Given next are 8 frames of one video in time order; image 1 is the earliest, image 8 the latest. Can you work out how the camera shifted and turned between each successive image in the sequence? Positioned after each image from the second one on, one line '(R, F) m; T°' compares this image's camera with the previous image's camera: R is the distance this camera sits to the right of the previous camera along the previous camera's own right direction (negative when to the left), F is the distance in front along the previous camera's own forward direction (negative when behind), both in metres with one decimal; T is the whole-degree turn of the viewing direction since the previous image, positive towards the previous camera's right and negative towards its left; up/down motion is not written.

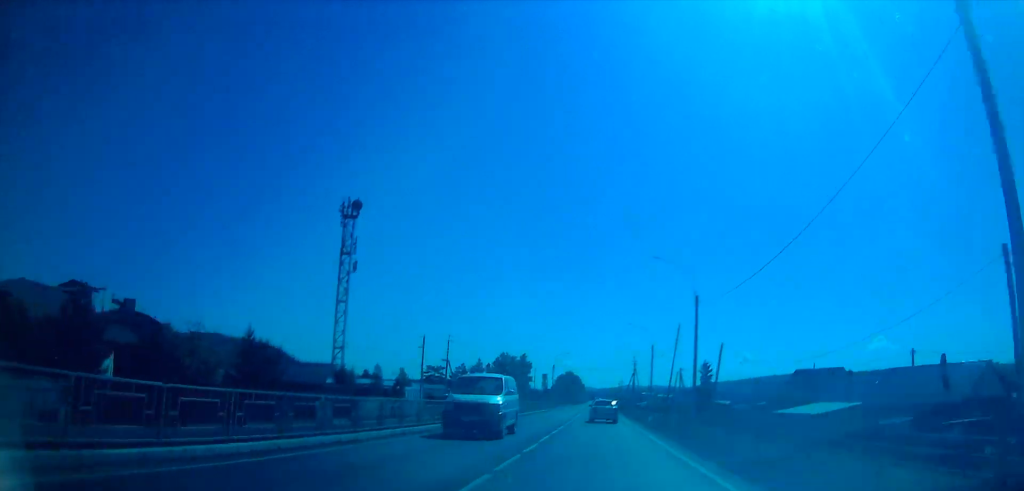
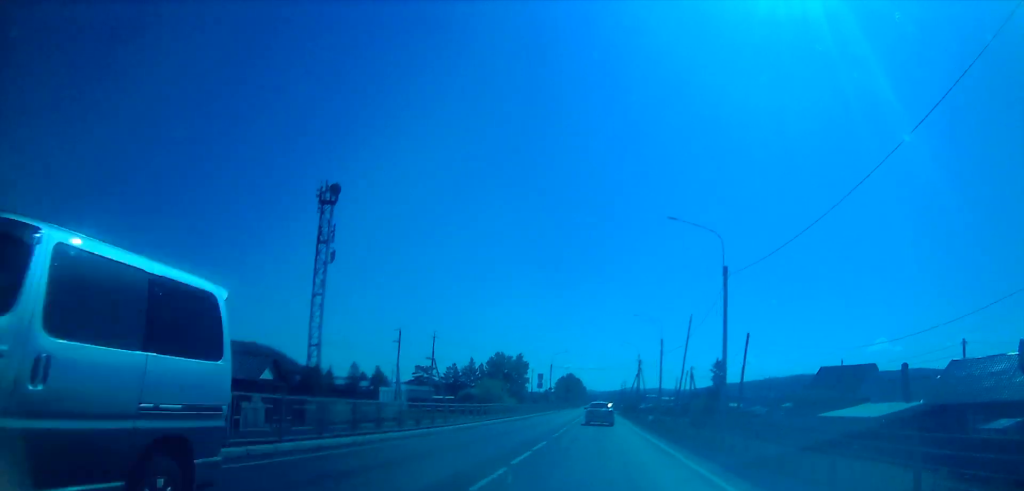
(+0.1, +10.1) m; 0°
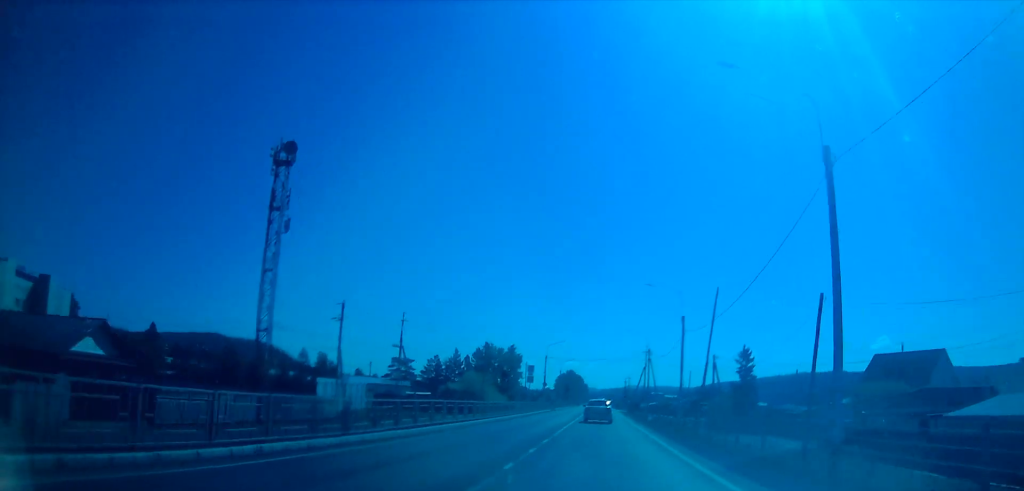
(0.0, +16.3) m; 0°
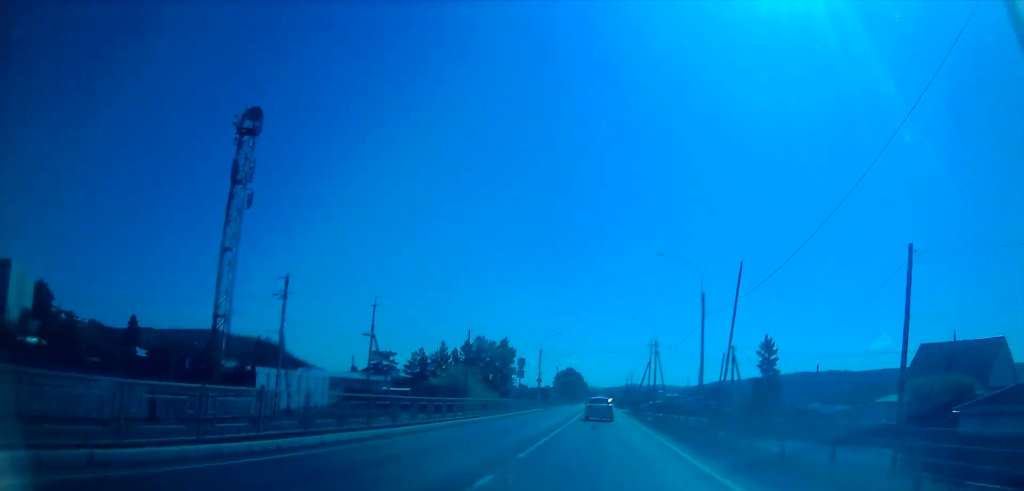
(-0.1, +10.3) m; 0°
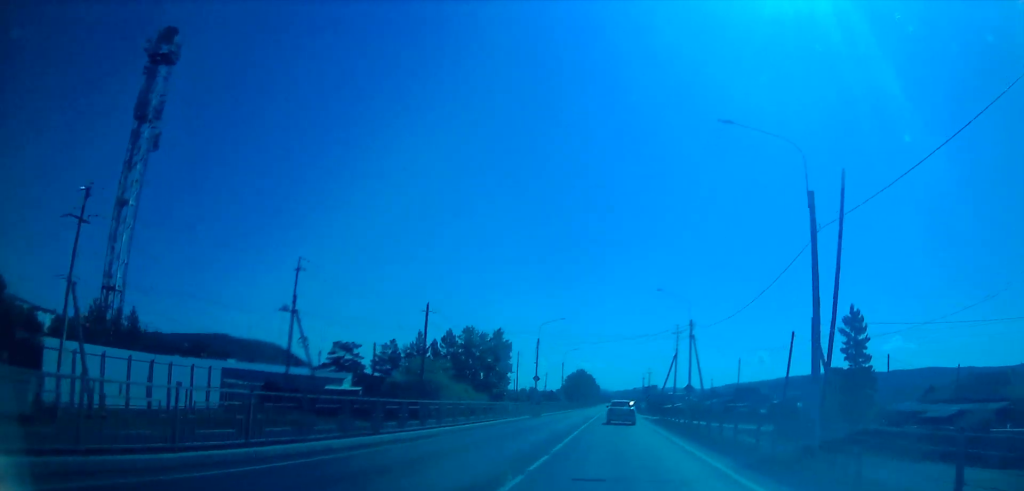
(0.0, +21.5) m; 0°
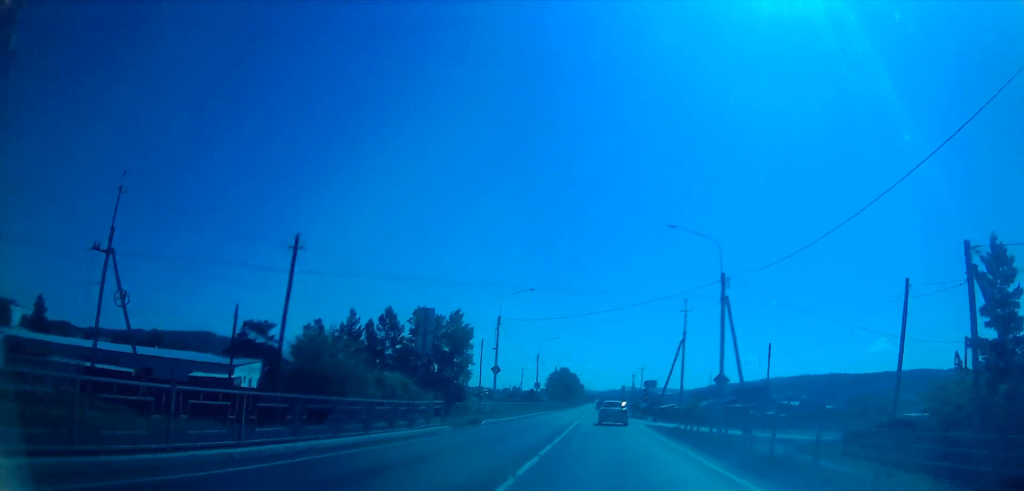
(0.0, +20.8) m; 0°
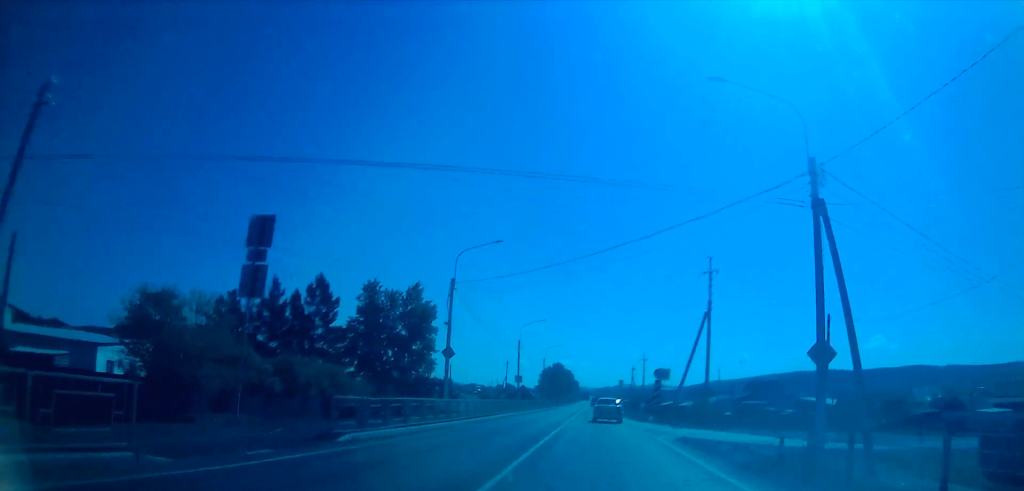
(+0.1, +17.2) m; 0°
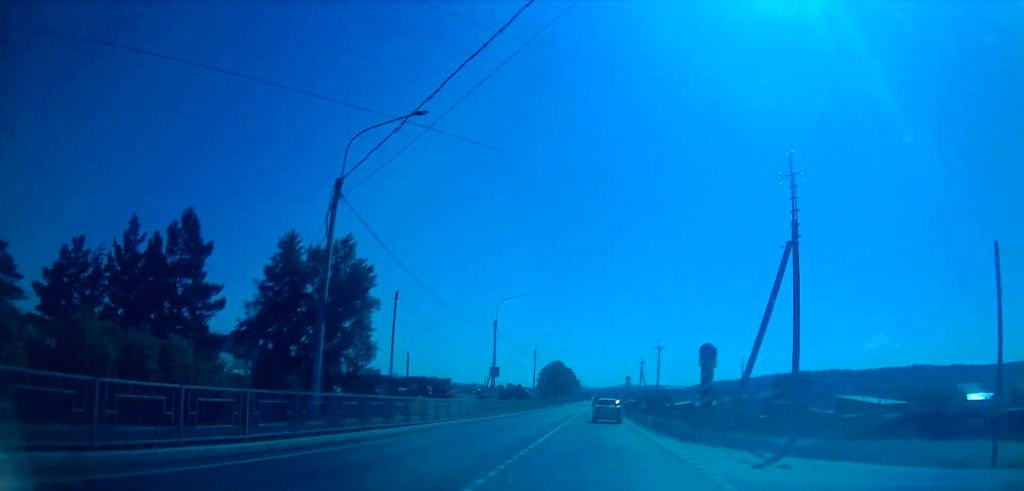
(0.0, +20.5) m; 0°
